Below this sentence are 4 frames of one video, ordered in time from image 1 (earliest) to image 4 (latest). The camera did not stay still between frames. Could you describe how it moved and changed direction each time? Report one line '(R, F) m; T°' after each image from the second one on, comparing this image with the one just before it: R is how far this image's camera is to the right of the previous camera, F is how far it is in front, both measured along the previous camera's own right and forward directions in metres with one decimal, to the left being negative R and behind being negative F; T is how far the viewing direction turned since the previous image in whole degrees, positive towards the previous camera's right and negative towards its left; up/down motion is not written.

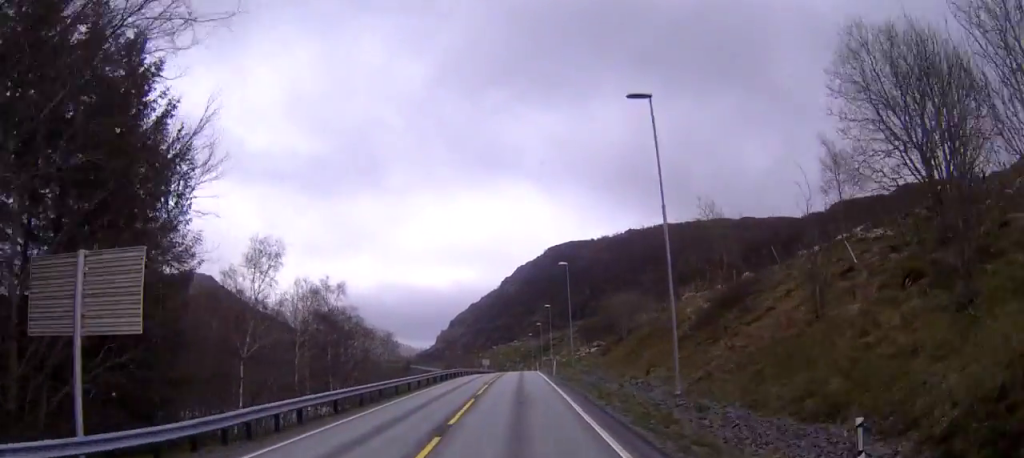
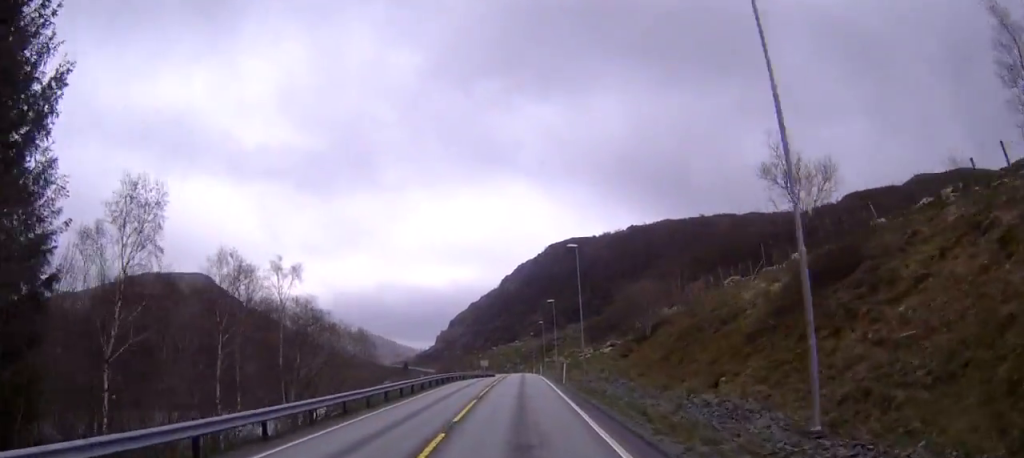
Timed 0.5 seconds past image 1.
(0.0, +11.0) m; 0°
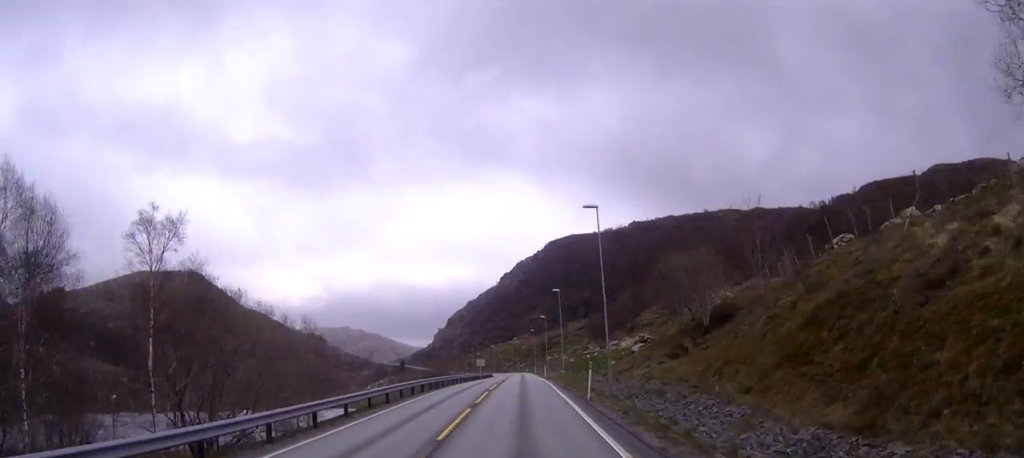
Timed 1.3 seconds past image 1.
(-0.1, +15.8) m; 0°
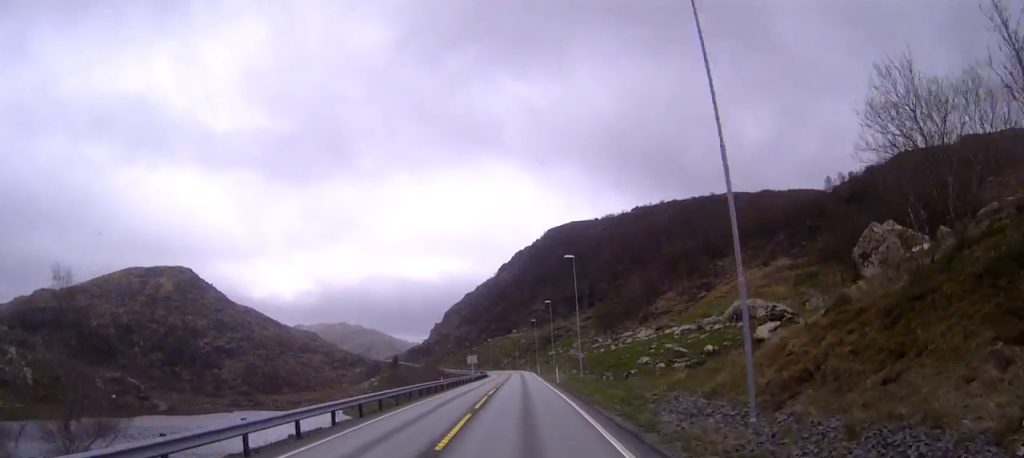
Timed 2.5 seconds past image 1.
(+0.3, +25.5) m; 0°
